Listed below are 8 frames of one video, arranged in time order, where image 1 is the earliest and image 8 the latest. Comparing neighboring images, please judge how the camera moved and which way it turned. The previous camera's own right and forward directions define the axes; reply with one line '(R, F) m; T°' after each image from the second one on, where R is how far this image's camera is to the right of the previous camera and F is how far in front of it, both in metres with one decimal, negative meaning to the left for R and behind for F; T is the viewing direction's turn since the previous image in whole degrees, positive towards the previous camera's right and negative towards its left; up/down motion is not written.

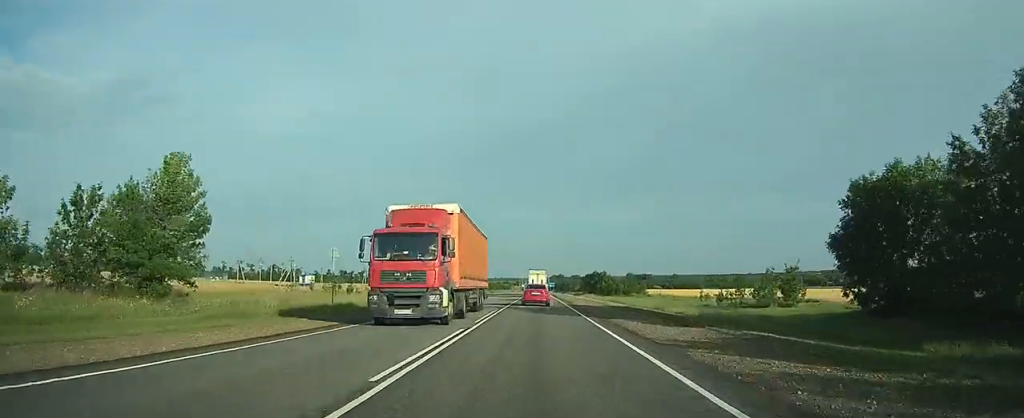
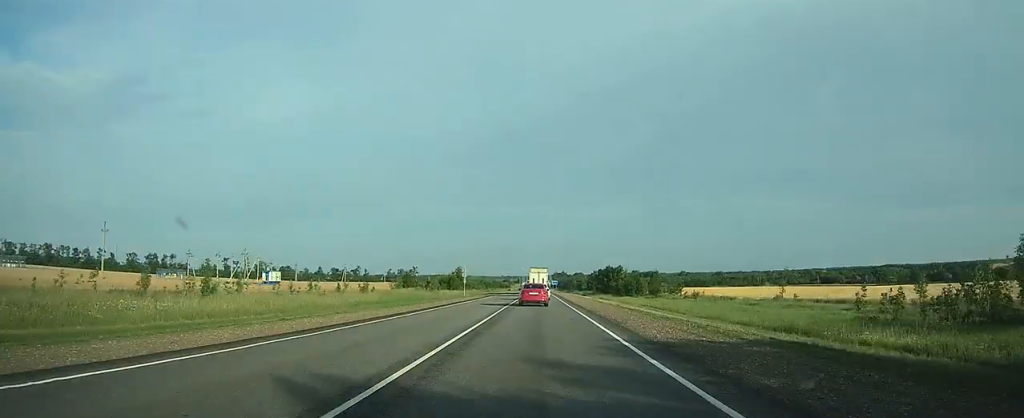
(0.0, +27.6) m; 0°
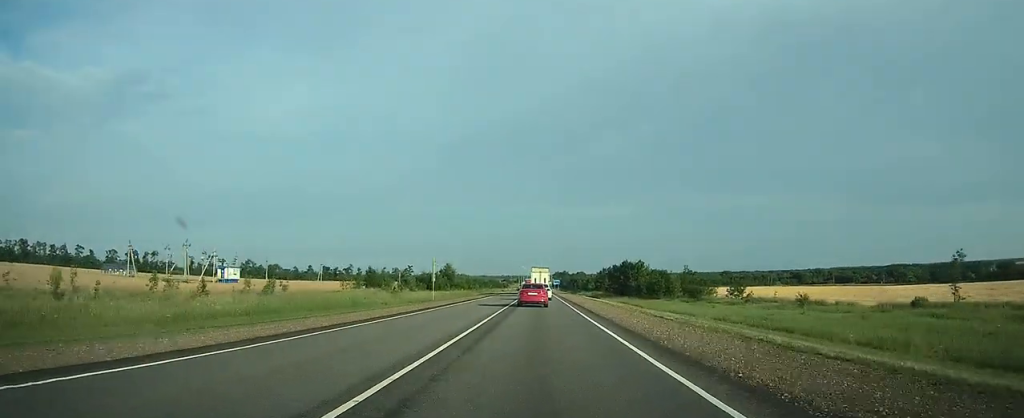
(0.0, +24.8) m; 0°
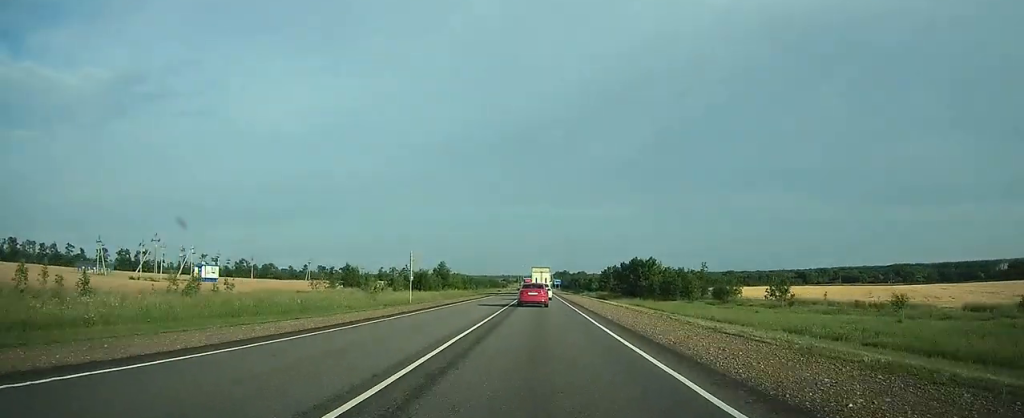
(0.0, +10.3) m; 0°
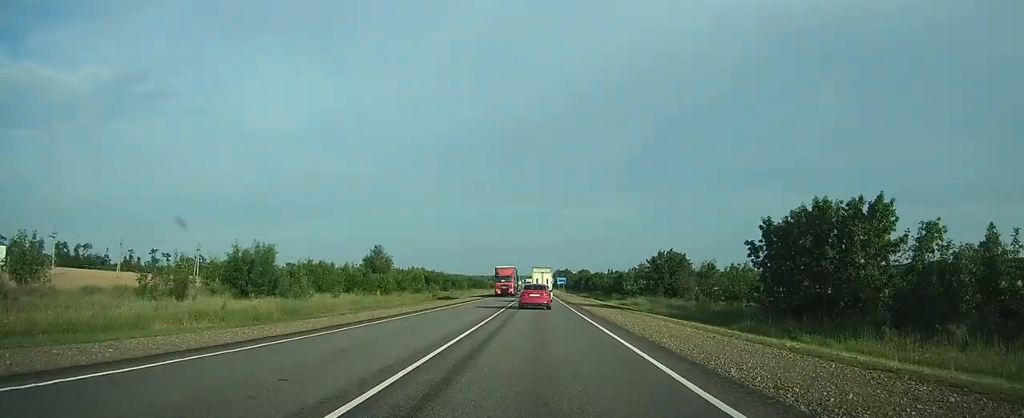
(+0.1, +62.0) m; 0°
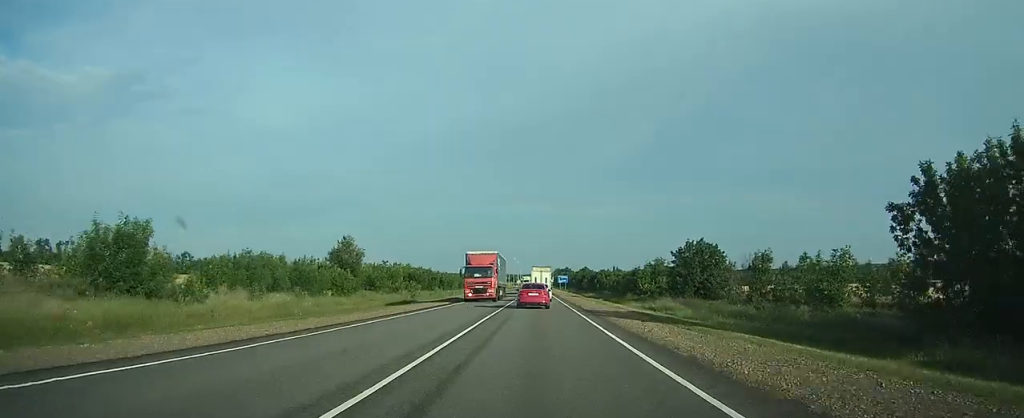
(0.0, +15.6) m; 0°
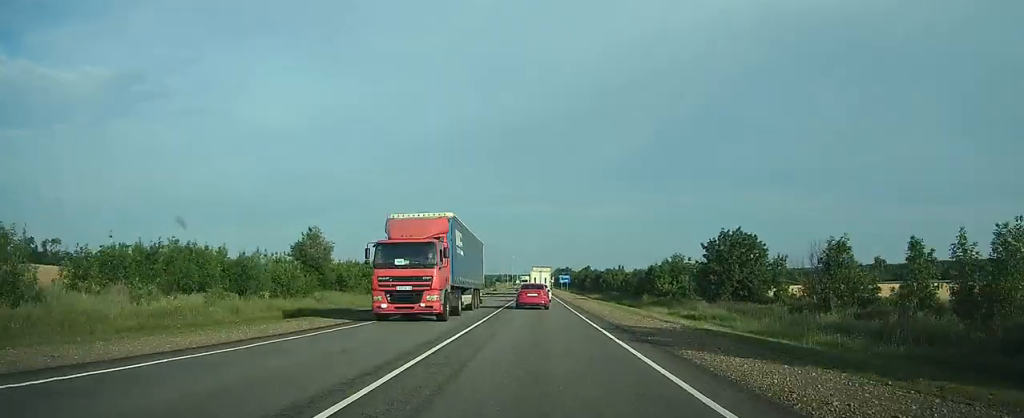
(0.0, +12.5) m; 0°
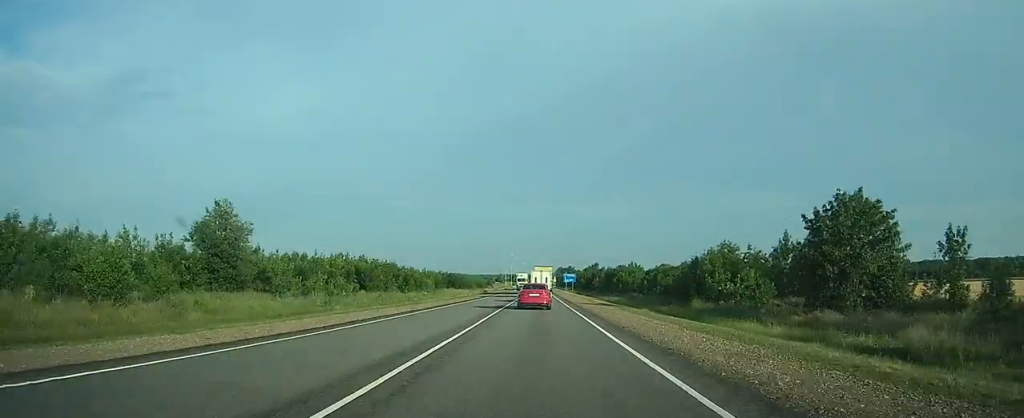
(0.0, +21.1) m; 0°
